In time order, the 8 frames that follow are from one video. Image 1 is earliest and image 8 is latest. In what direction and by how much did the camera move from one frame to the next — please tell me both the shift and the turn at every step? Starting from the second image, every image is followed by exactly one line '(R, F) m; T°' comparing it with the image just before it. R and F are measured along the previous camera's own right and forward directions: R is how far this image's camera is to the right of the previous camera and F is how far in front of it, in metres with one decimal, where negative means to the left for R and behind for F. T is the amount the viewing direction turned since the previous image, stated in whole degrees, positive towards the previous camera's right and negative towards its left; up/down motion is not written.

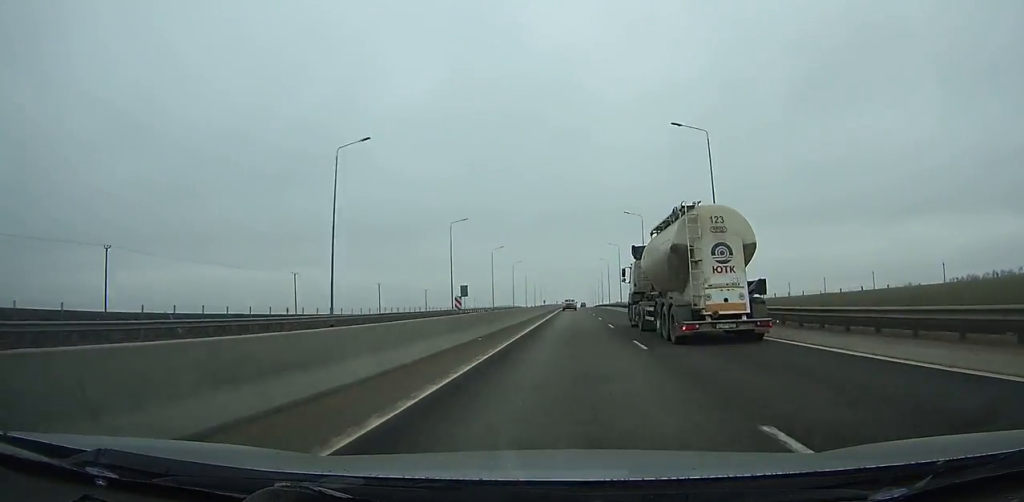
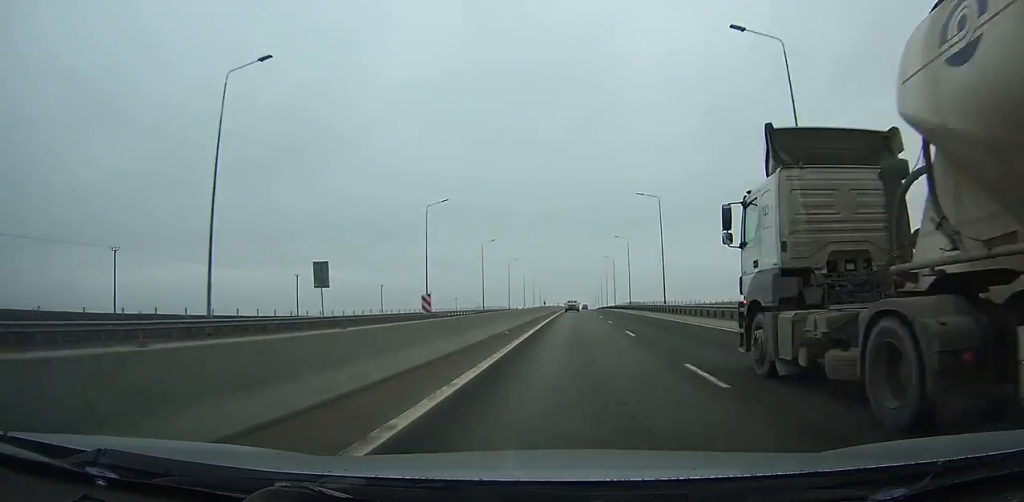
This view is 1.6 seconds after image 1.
(+0.1, +55.0) m; 0°
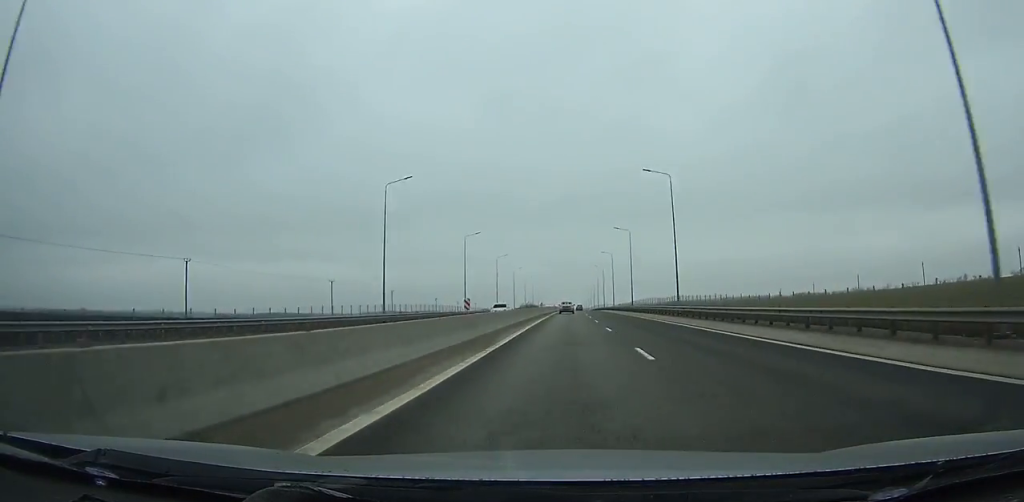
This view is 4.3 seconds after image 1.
(+0.2, +92.7) m; 0°
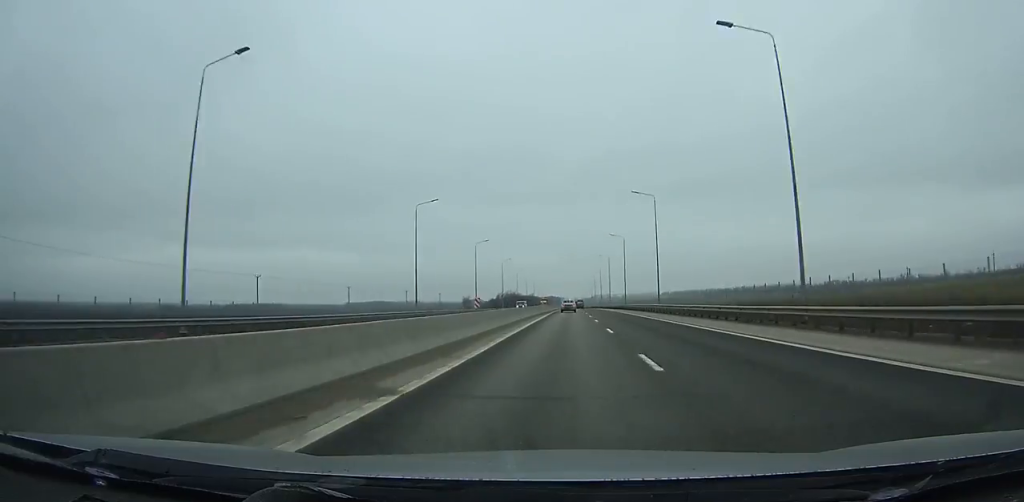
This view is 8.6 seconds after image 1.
(+0.6, +147.7) m; 0°
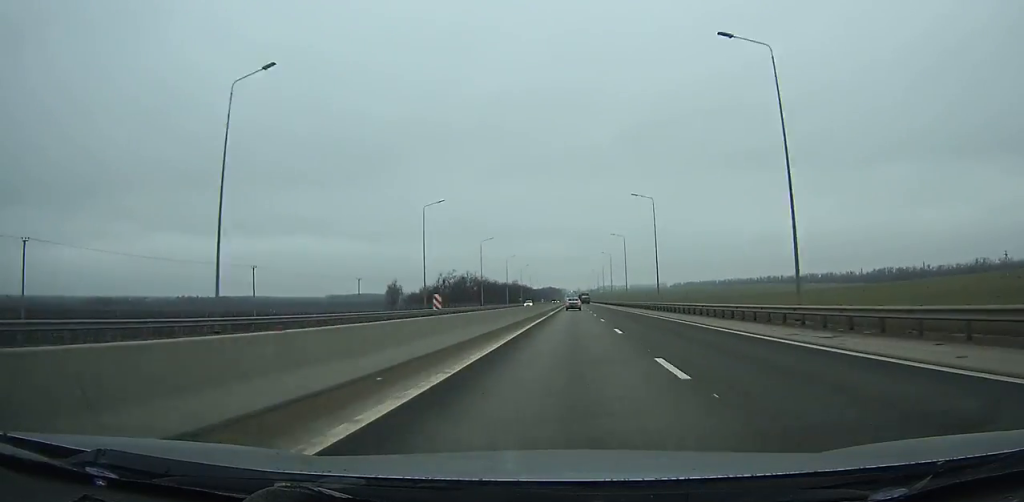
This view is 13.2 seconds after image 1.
(0.0, +159.6) m; 0°
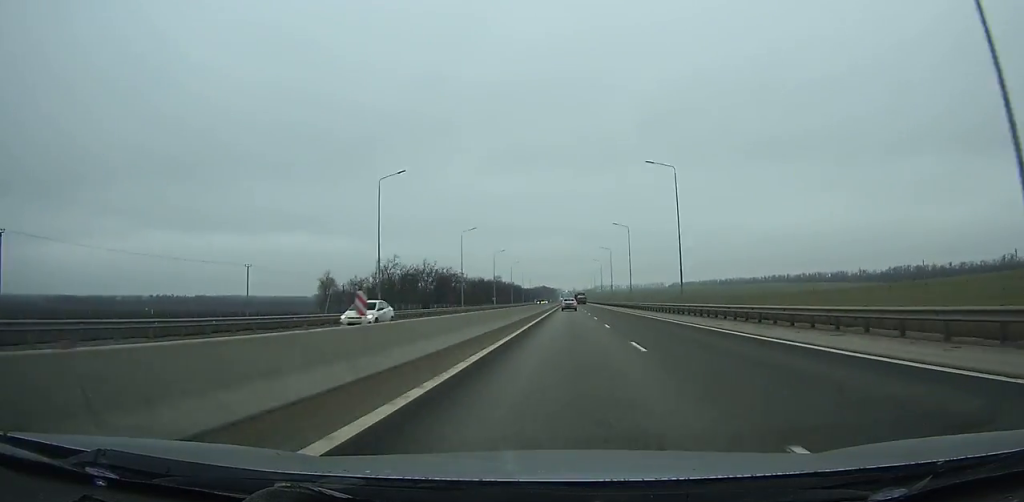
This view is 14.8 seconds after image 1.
(0.0, +56.0) m; 0°
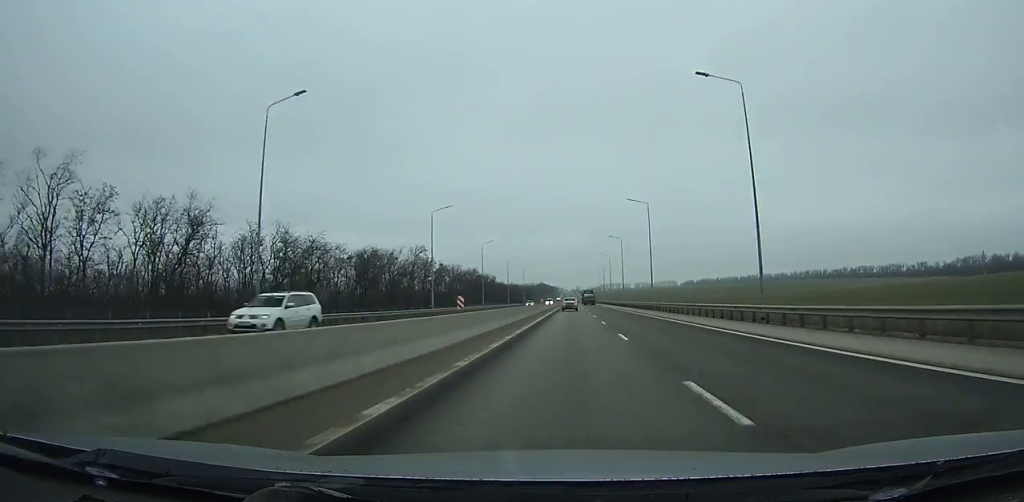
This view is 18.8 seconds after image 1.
(-0.1, +141.9) m; 0°
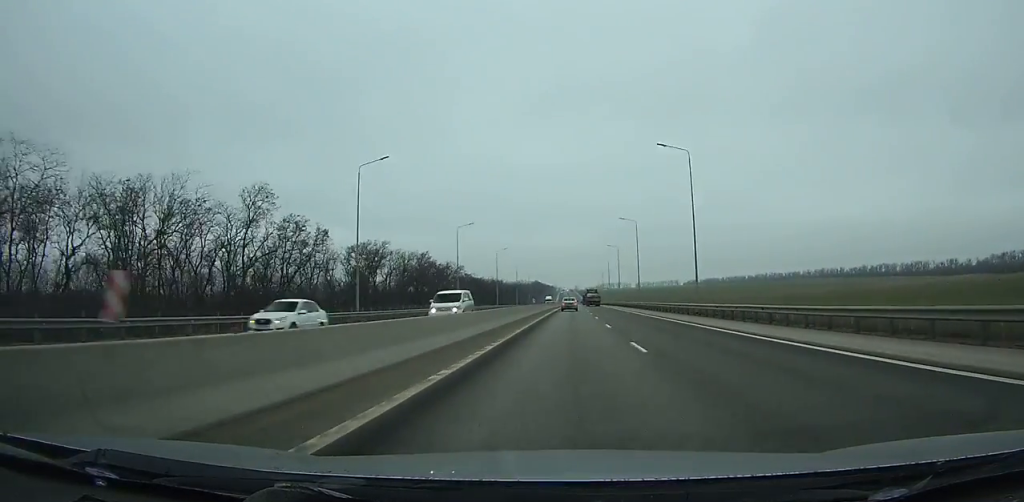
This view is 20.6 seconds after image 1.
(-0.1, +64.5) m; 0°
